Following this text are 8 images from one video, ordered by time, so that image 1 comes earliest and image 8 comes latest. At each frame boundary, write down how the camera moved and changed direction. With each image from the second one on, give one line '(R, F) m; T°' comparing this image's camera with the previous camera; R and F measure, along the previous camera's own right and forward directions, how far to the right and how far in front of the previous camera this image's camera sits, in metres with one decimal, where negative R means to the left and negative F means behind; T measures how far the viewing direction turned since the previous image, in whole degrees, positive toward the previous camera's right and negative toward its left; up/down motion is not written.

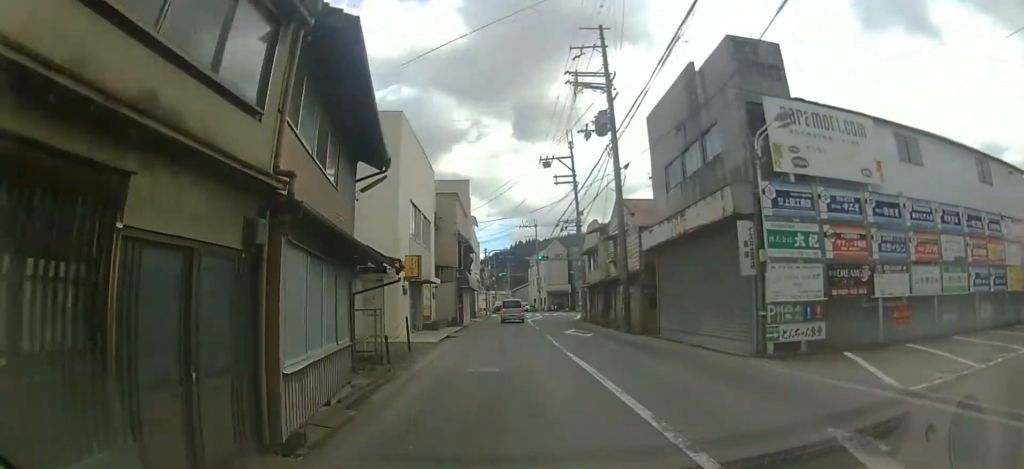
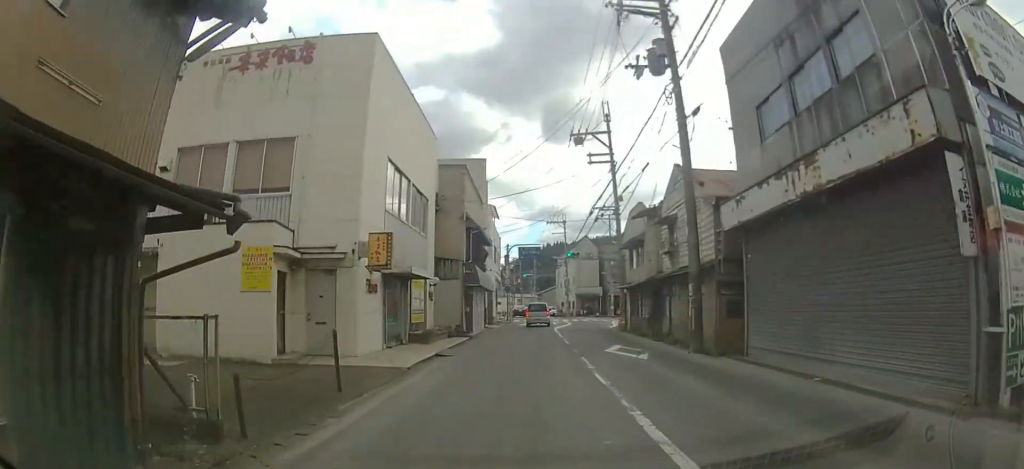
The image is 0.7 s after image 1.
(-0.3, +6.7) m; -6°
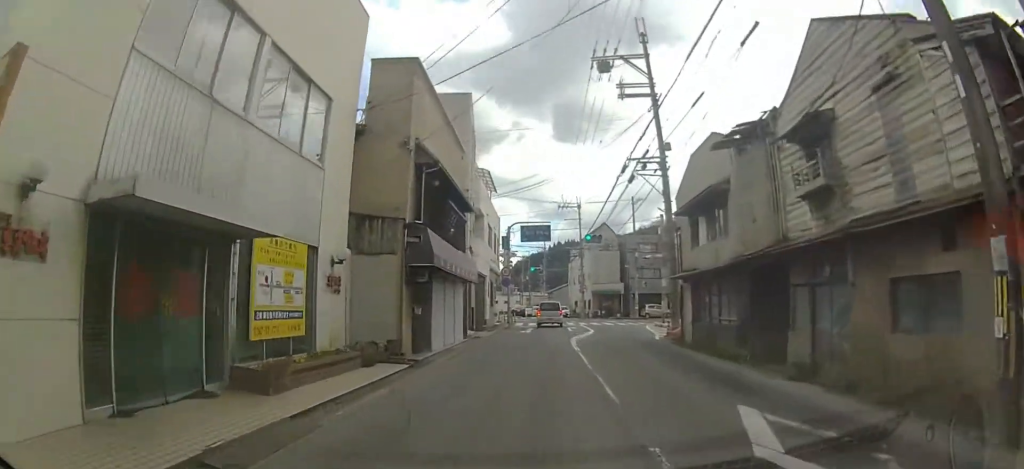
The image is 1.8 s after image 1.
(-0.8, +10.3) m; -6°
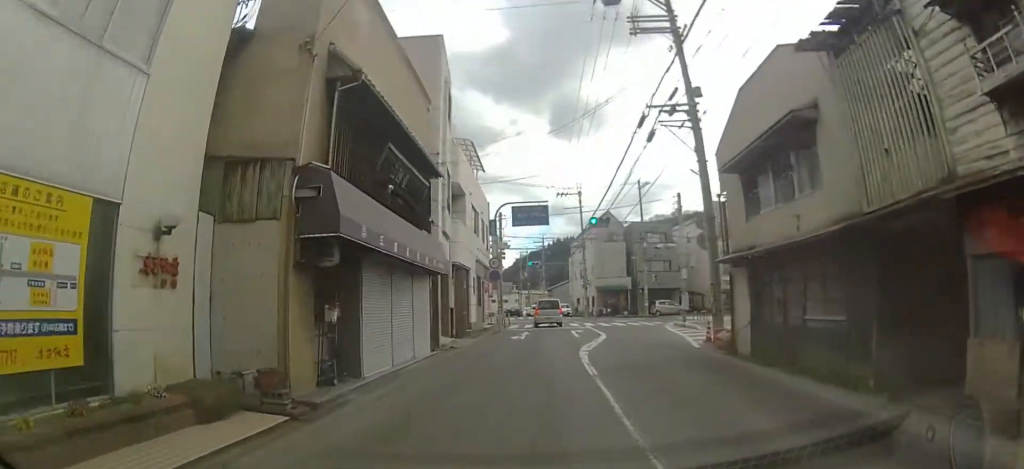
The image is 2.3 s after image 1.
(-0.1, +5.3) m; -1°
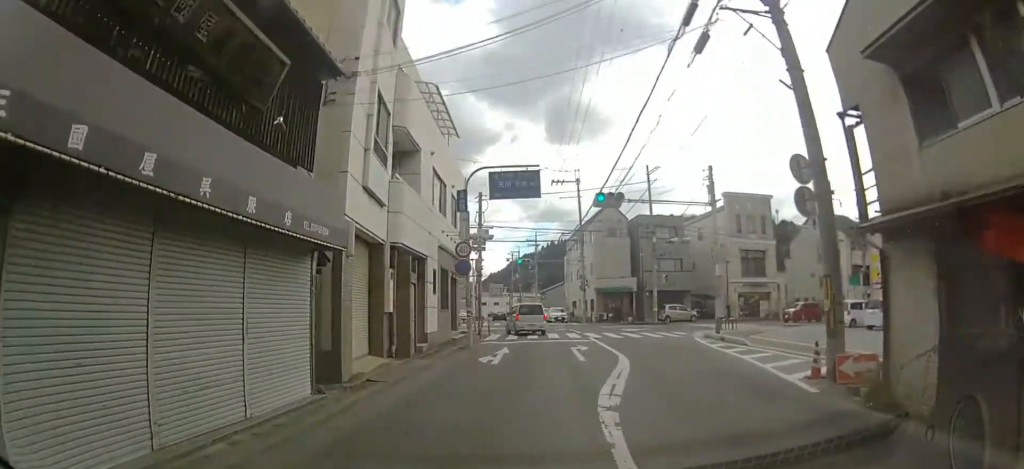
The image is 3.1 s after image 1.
(0.0, +7.0) m; -1°
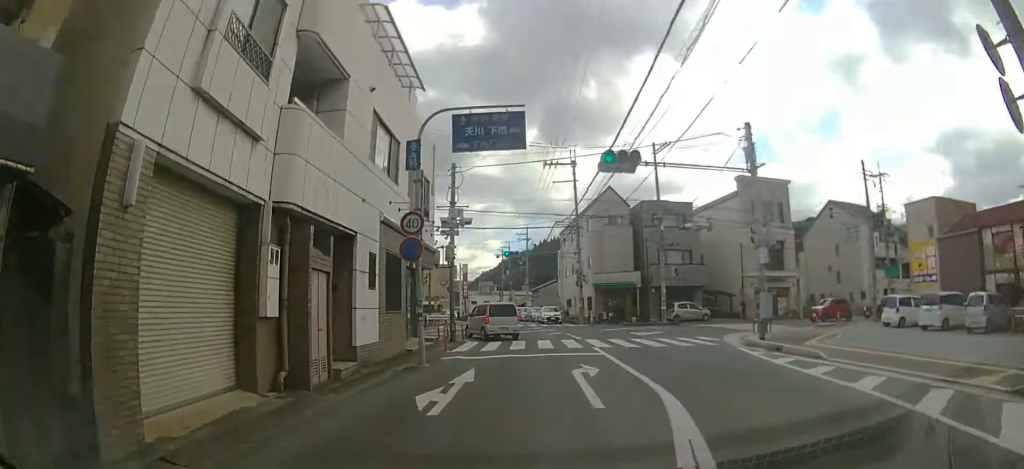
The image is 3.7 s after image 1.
(-0.1, +6.0) m; -1°
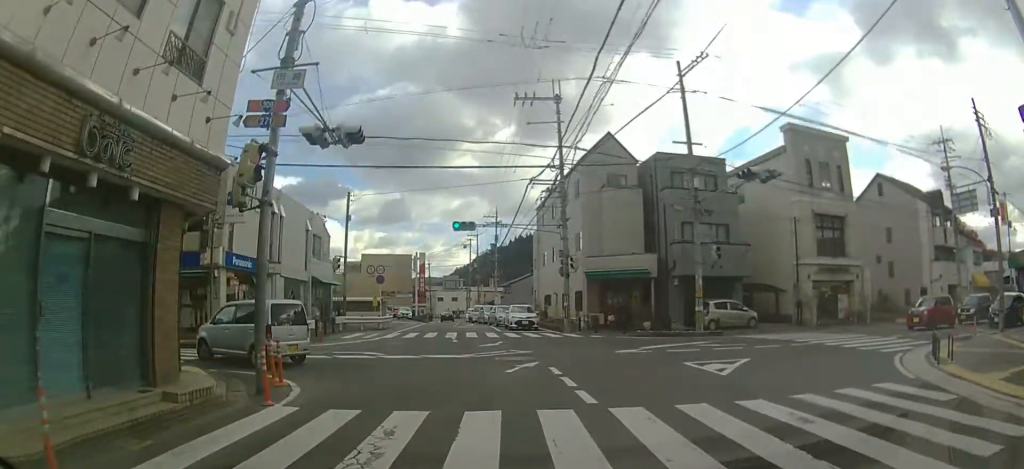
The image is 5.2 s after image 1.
(+0.1, +14.6) m; +1°
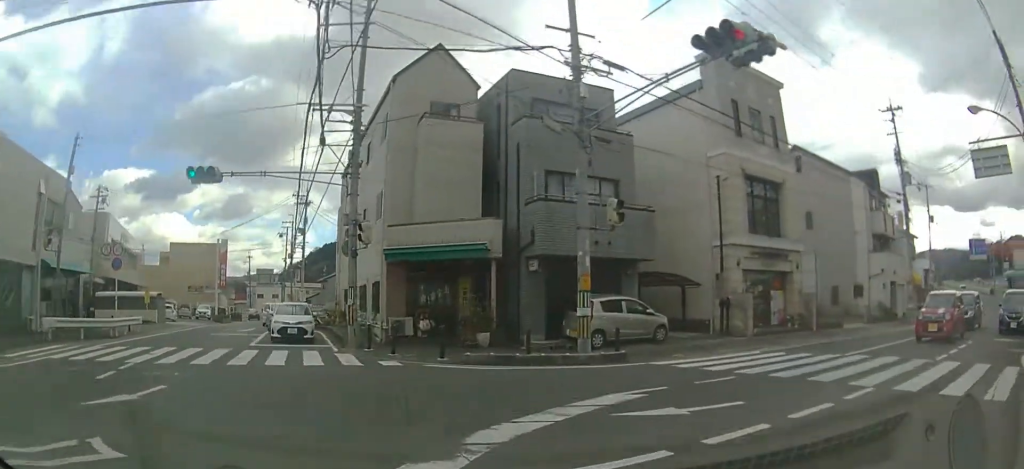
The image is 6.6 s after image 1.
(+0.5, +13.4) m; +7°
